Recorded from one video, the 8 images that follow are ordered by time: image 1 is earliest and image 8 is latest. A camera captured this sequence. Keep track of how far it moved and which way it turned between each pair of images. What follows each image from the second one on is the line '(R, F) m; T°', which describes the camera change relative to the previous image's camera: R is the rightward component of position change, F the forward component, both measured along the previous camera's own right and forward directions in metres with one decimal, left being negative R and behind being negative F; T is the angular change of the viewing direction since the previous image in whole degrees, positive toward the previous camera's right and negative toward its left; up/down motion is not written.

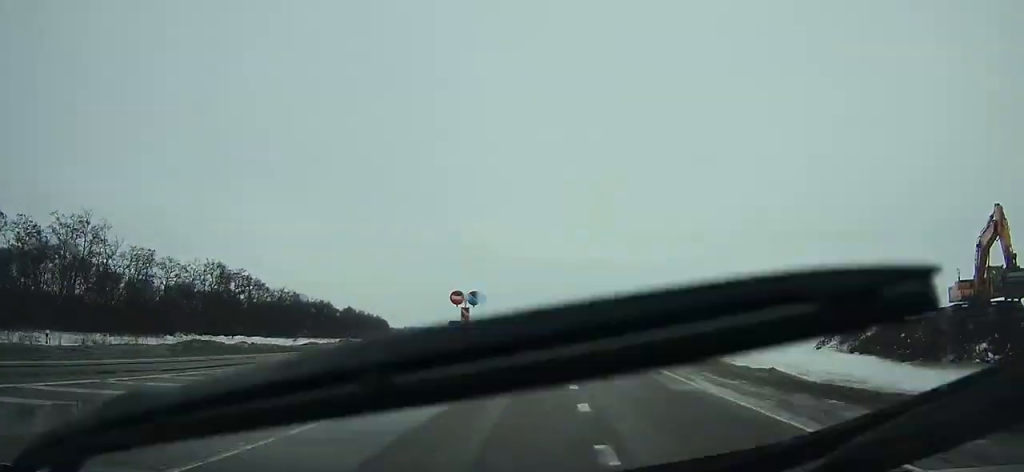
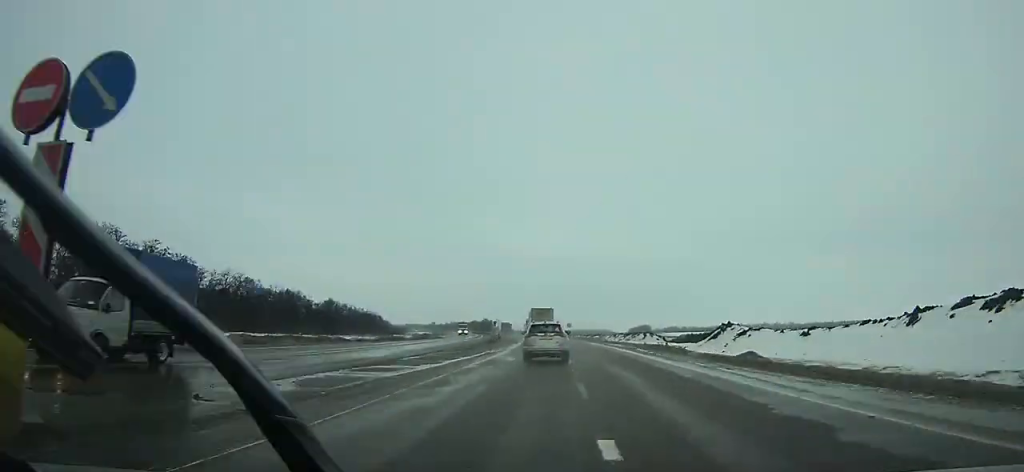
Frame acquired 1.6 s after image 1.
(+0.1, +31.8) m; -1°
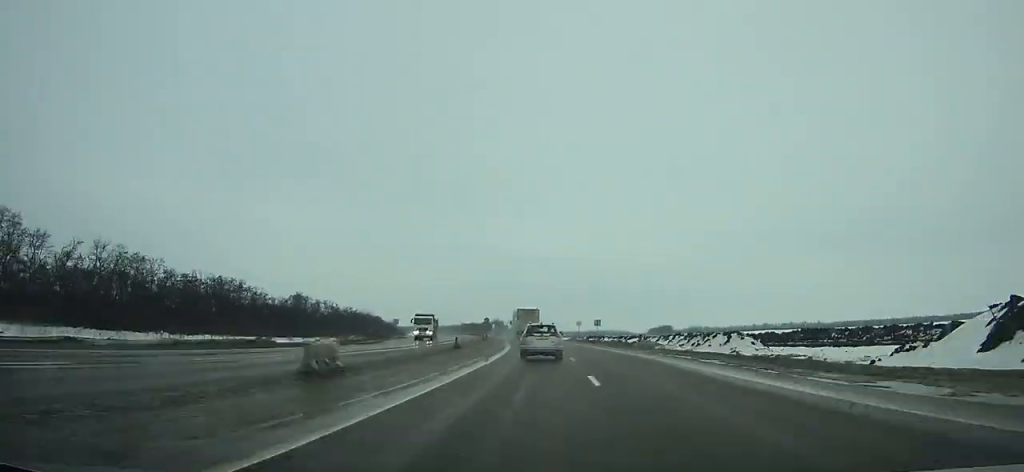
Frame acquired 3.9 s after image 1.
(-0.7, +47.9) m; -2°
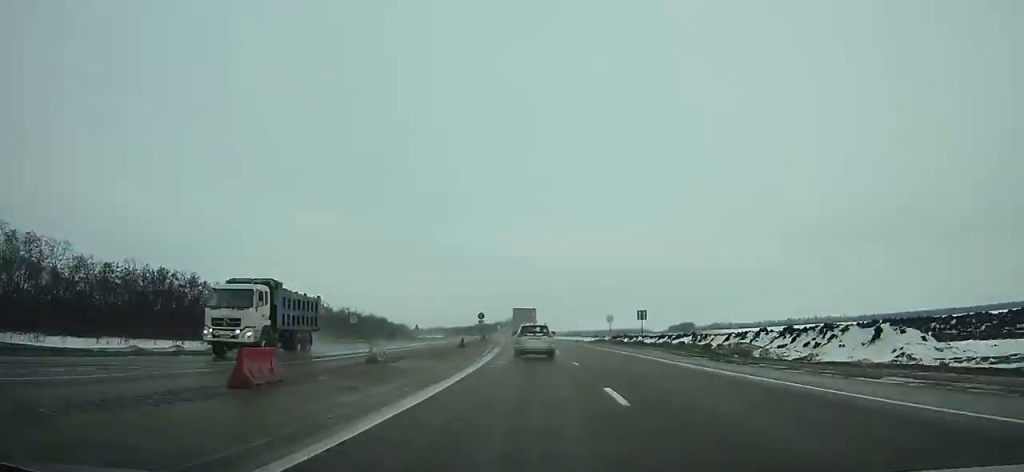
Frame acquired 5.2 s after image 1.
(-0.1, +27.8) m; -1°
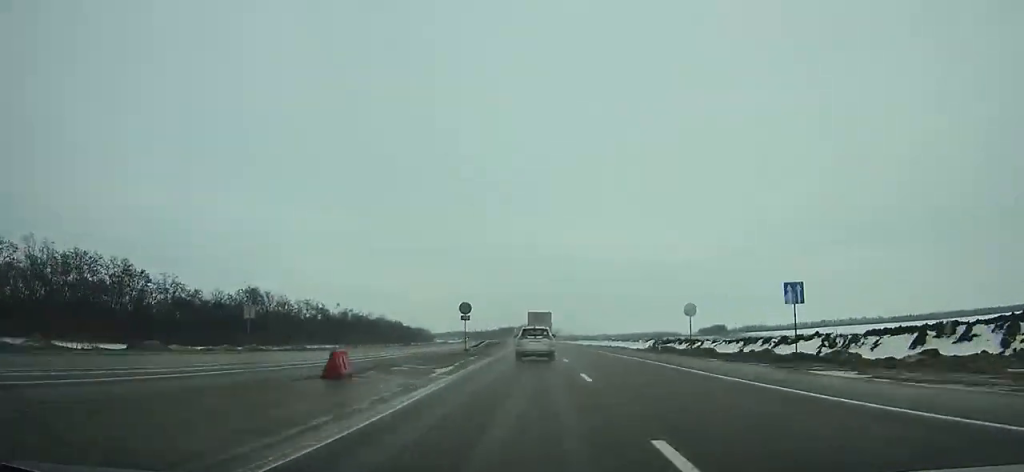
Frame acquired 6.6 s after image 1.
(-0.7, +31.1) m; -1°
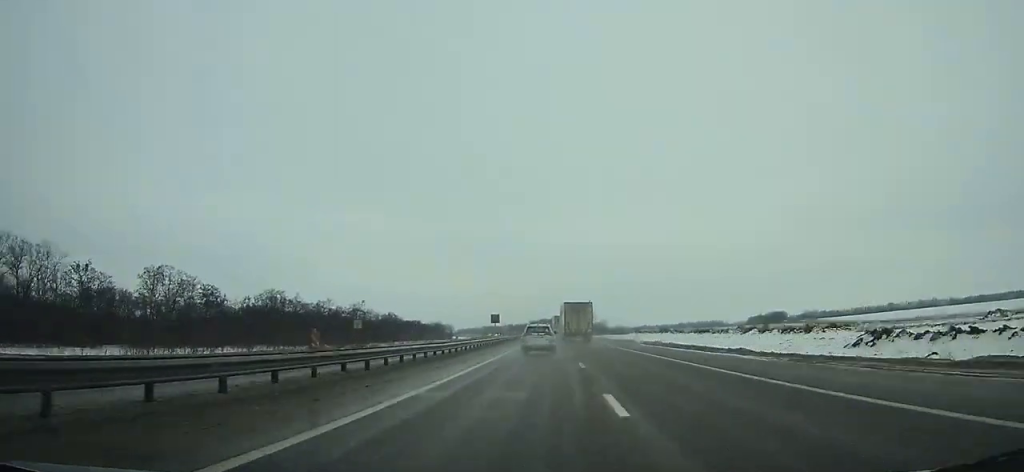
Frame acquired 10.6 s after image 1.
(-2.8, +92.5) m; -3°
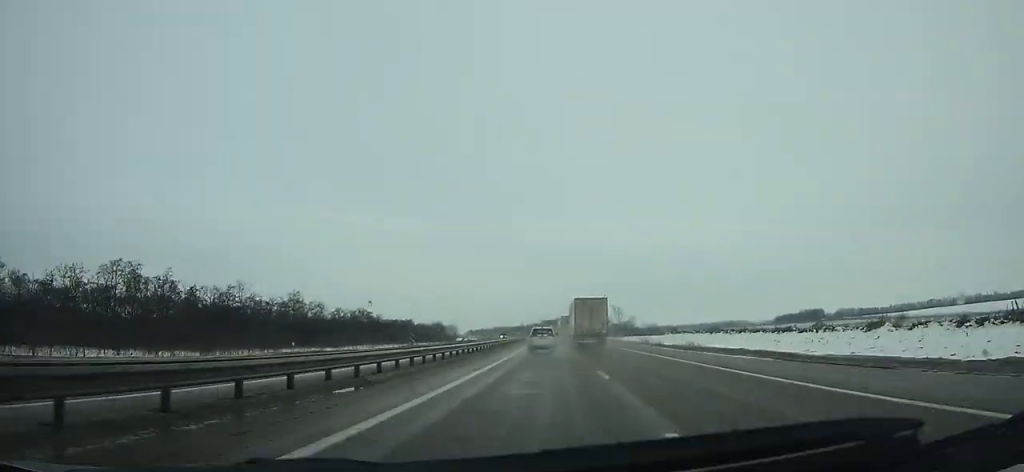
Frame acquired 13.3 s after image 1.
(-1.1, +67.1) m; -1°
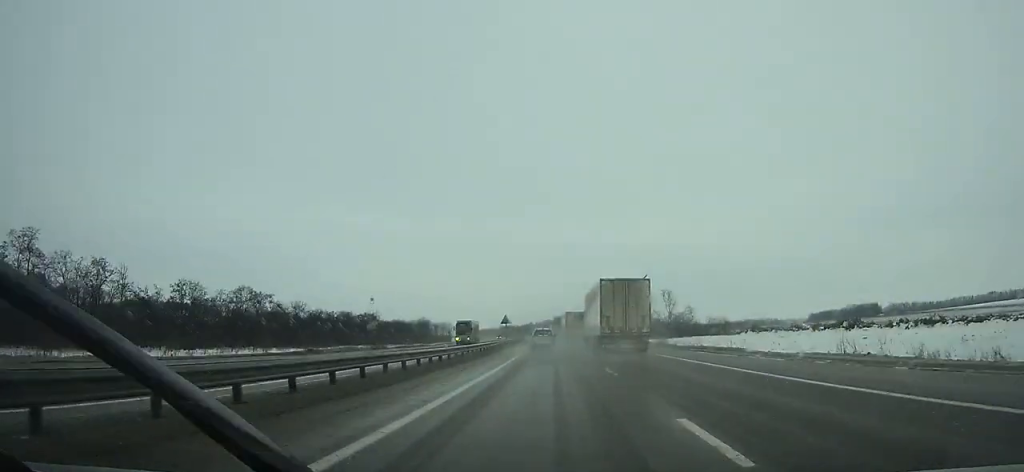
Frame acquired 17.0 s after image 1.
(-1.1, +98.2) m; -2°
